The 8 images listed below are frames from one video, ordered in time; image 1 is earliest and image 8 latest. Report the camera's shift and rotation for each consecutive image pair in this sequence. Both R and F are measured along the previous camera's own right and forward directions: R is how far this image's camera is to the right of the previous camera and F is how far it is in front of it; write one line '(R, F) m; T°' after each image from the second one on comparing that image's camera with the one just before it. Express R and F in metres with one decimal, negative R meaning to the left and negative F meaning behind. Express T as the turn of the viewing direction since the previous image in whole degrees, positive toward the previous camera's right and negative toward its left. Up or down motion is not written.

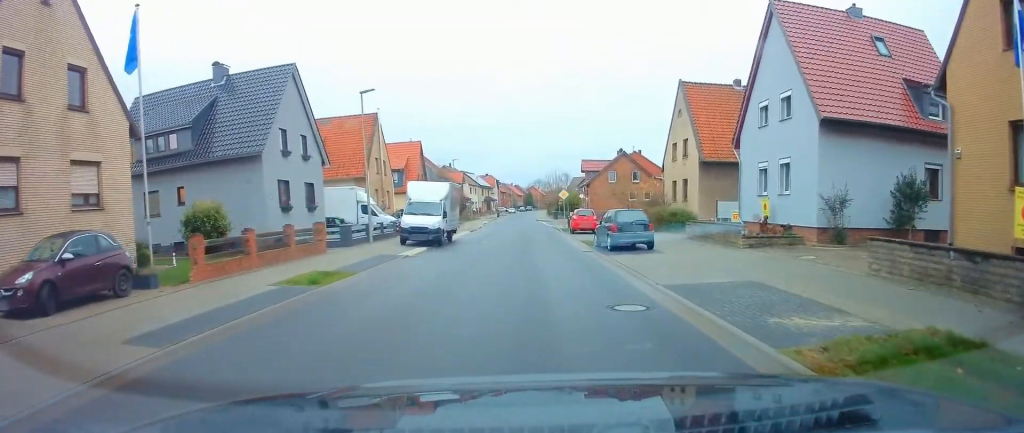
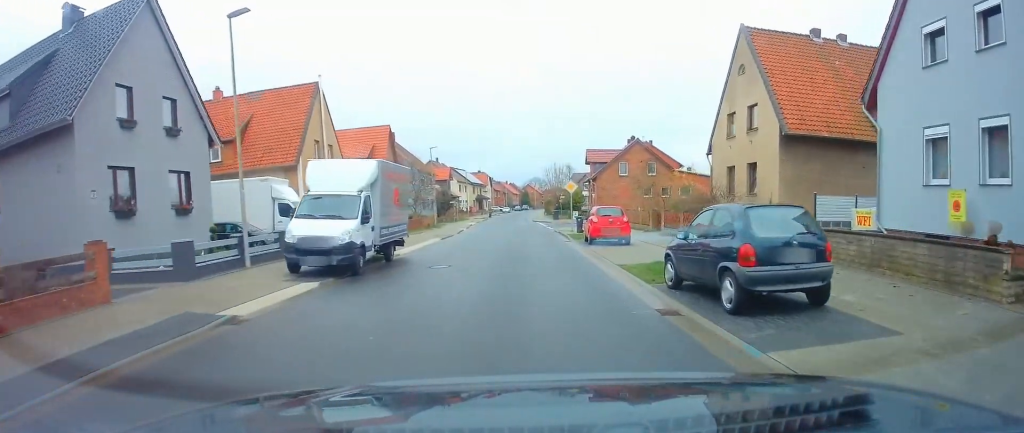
(+0.2, +12.5) m; 0°
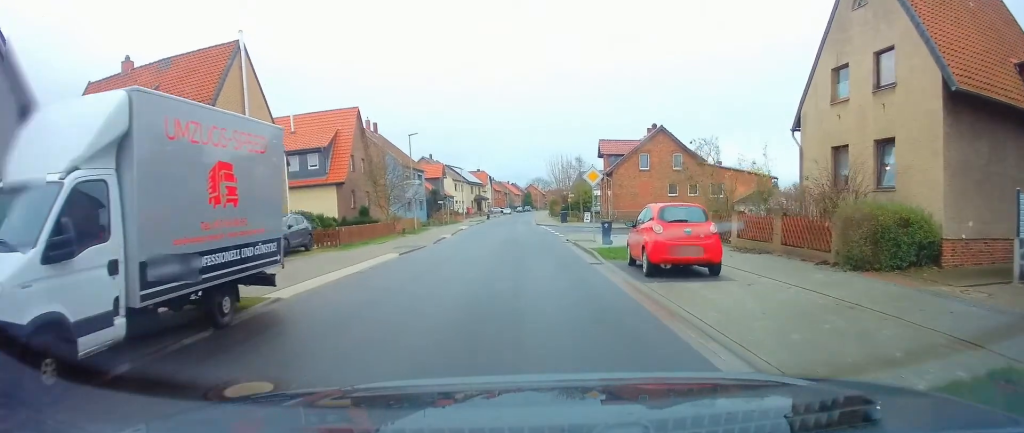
(-0.1, +10.5) m; -1°
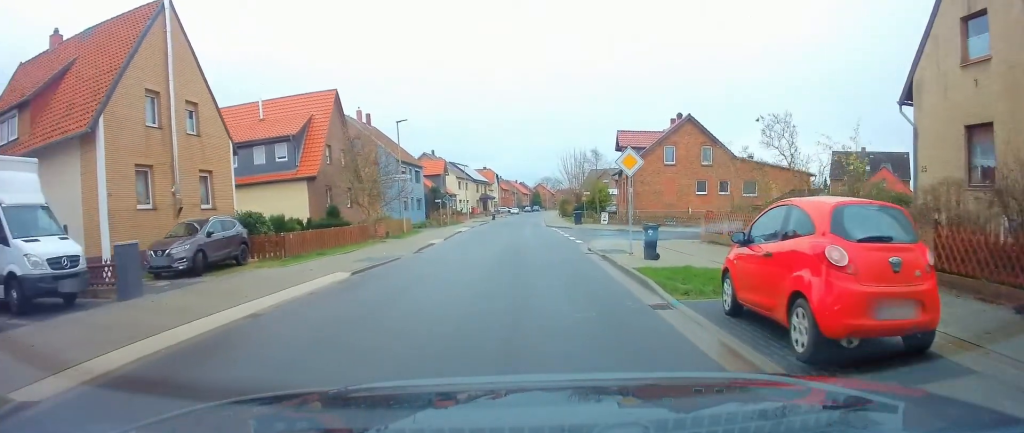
(-0.1, +6.6) m; -2°
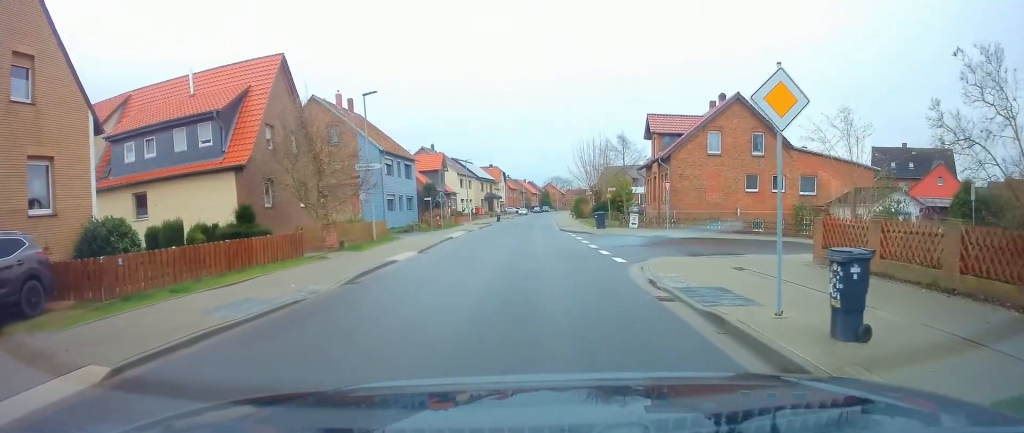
(-0.3, +9.7) m; 0°
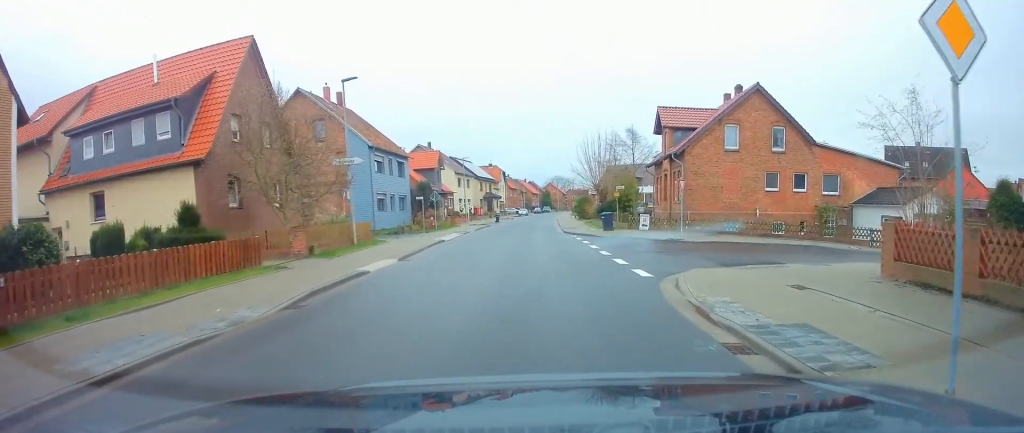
(+0.1, +3.3) m; +2°
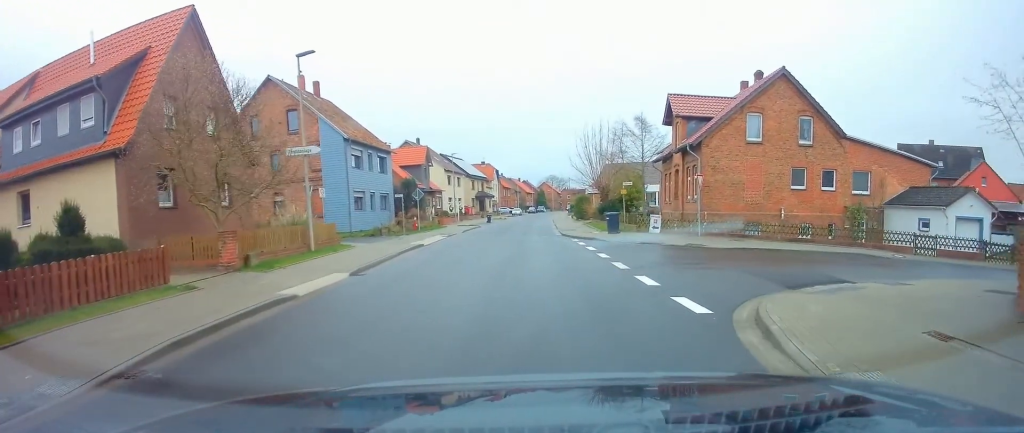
(+0.1, +4.5) m; +4°
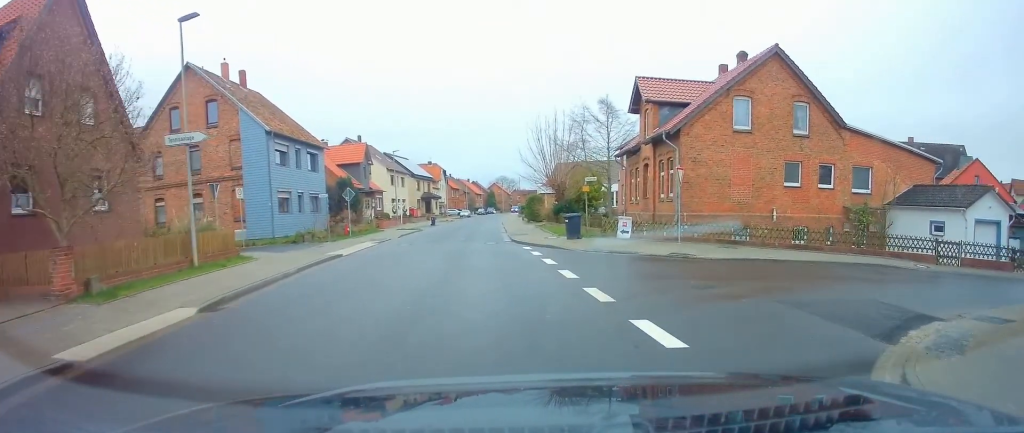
(+0.2, +5.0) m; +5°
